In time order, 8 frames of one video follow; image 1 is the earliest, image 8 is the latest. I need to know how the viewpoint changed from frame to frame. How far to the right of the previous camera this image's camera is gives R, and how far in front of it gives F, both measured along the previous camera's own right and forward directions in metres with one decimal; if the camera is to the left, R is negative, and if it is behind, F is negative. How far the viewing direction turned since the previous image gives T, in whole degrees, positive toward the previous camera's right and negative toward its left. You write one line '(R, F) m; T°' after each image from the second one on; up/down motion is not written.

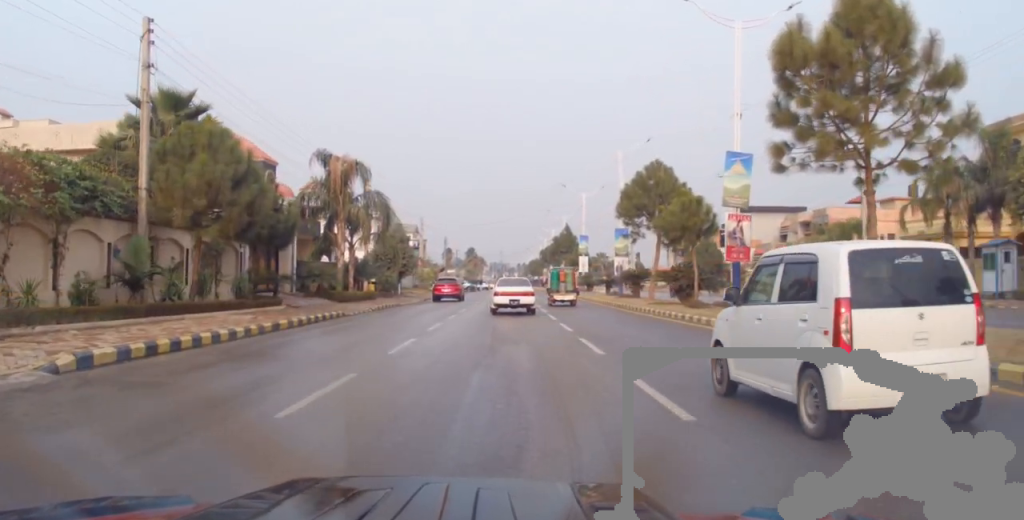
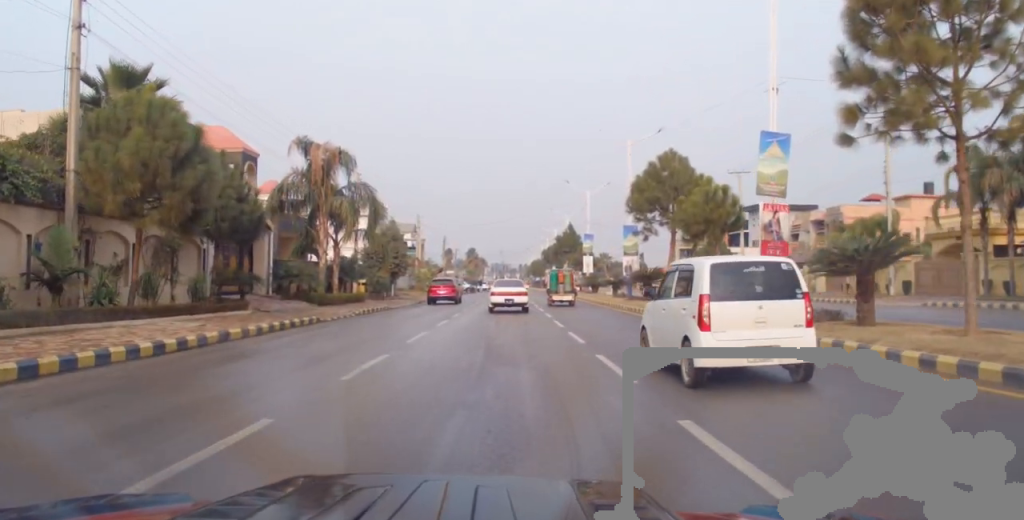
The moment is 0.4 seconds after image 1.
(-0.3, +3.6) m; -1°
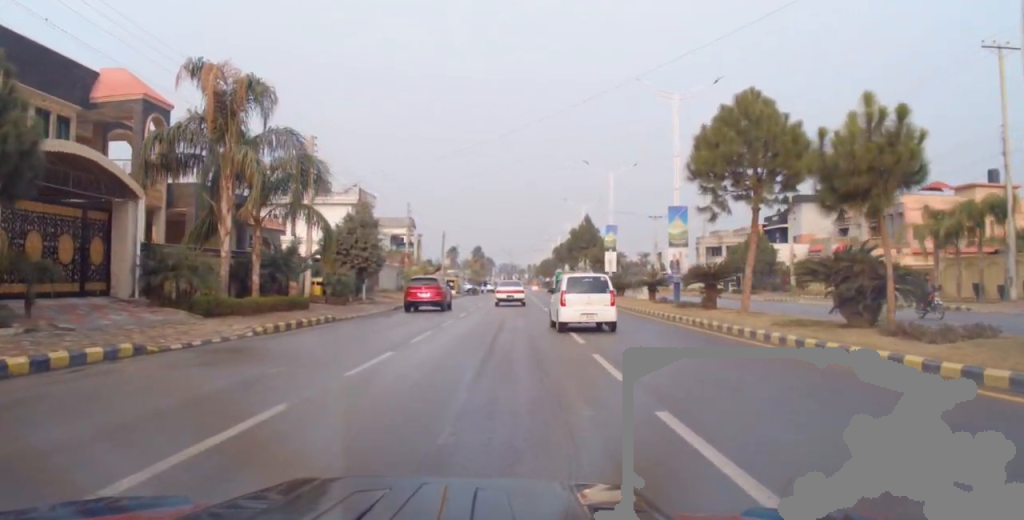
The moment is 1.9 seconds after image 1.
(0.0, +11.7) m; -1°
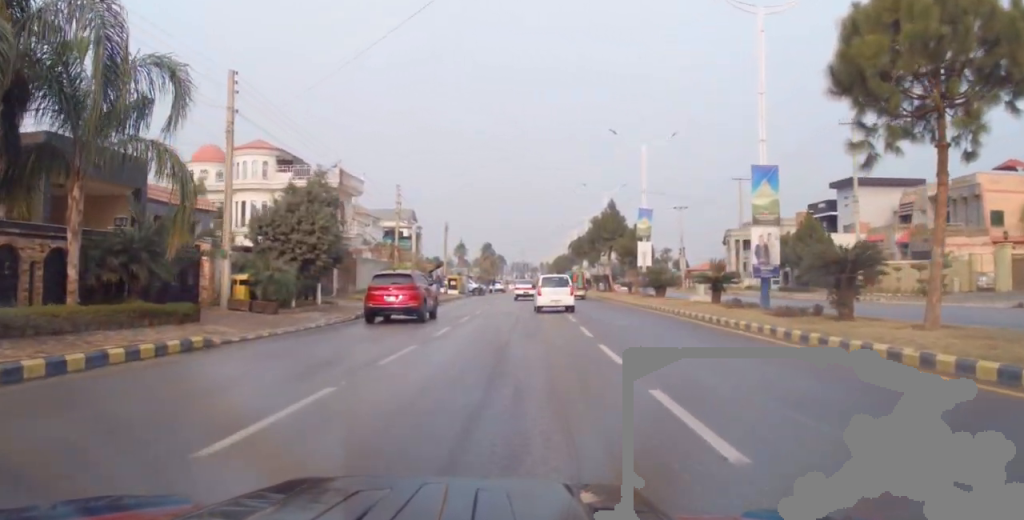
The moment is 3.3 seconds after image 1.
(-0.3, +10.8) m; 0°
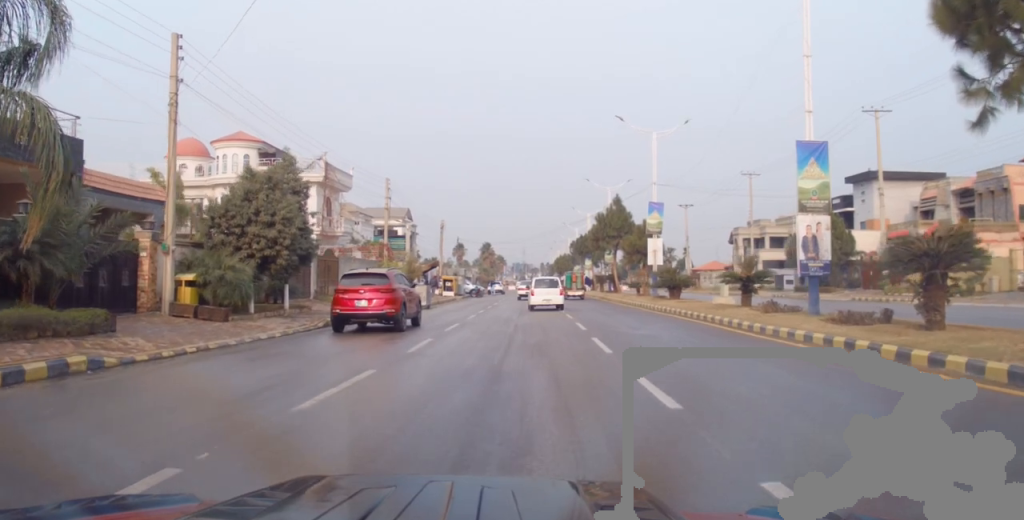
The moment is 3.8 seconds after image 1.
(0.0, +3.8) m; +1°
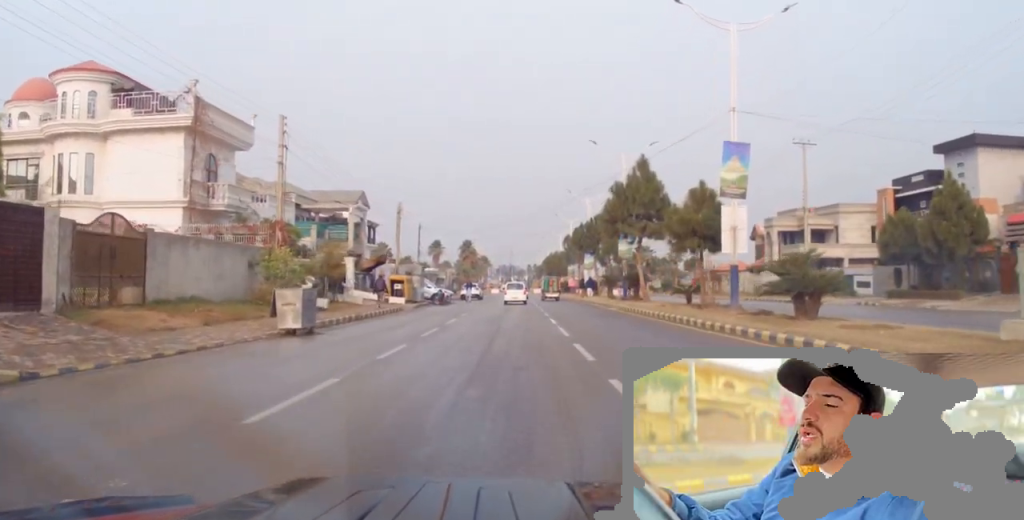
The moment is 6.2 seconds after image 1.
(-0.5, +19.1) m; -1°
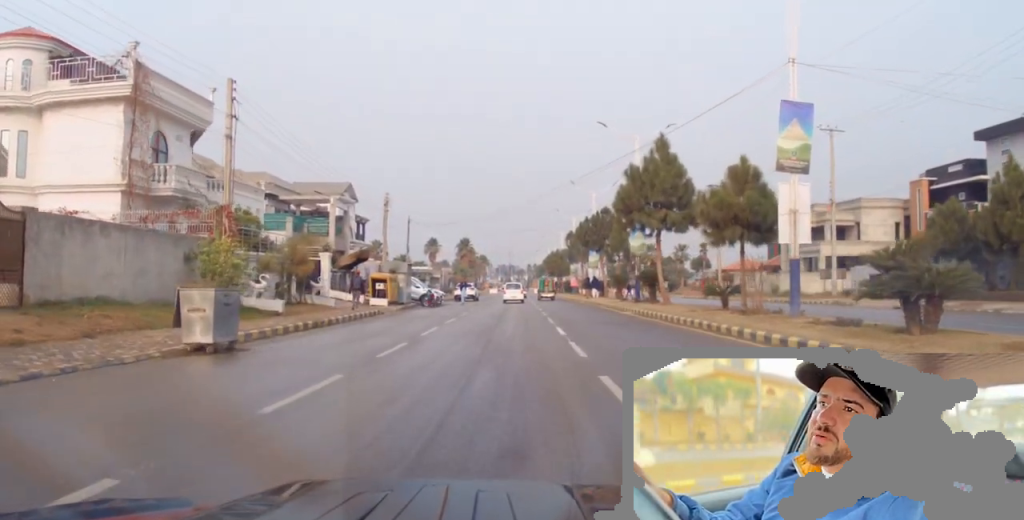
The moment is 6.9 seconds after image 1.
(+0.2, +5.7) m; +1°
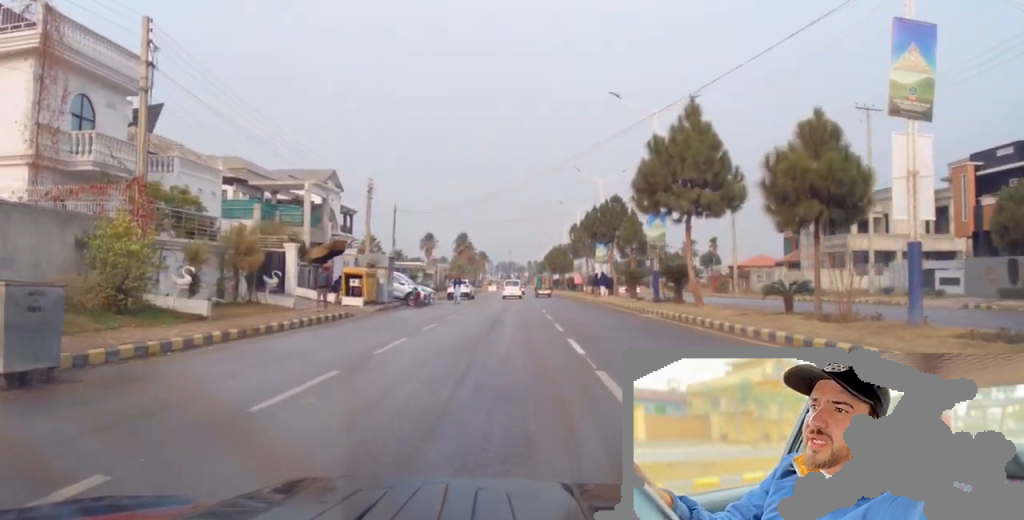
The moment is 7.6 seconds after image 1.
(-0.1, +6.0) m; -2°
